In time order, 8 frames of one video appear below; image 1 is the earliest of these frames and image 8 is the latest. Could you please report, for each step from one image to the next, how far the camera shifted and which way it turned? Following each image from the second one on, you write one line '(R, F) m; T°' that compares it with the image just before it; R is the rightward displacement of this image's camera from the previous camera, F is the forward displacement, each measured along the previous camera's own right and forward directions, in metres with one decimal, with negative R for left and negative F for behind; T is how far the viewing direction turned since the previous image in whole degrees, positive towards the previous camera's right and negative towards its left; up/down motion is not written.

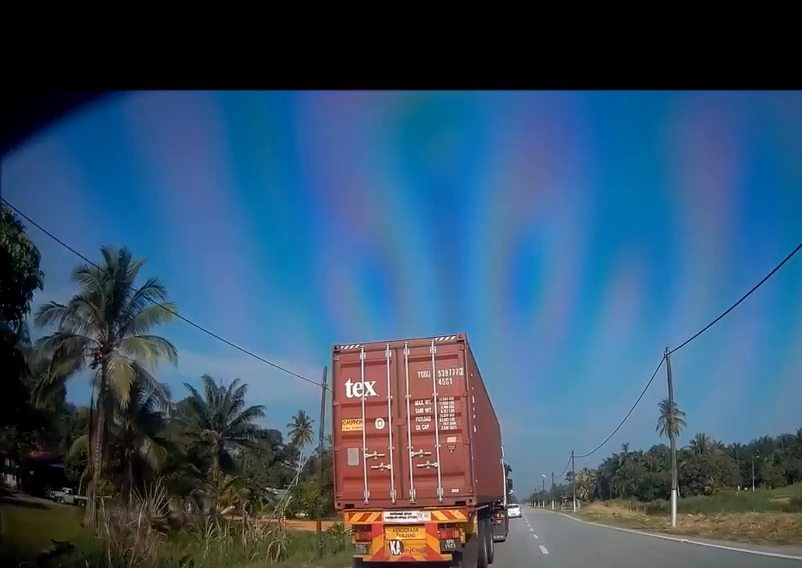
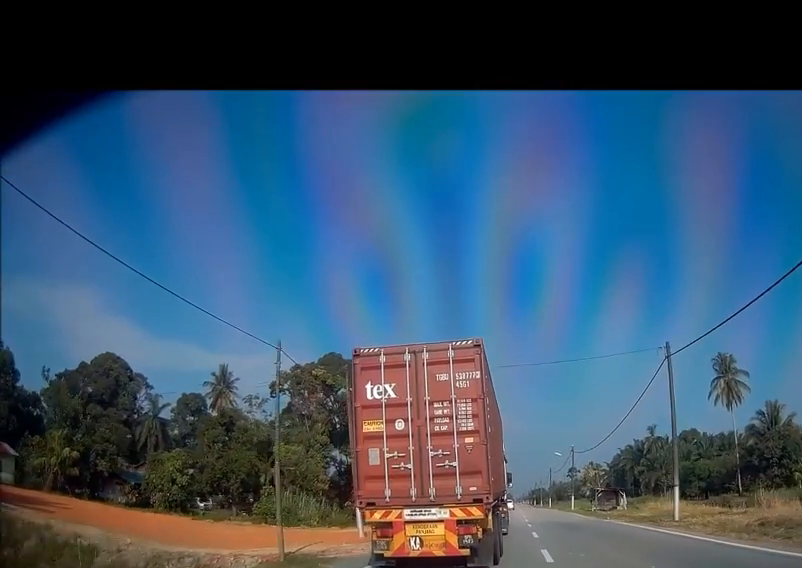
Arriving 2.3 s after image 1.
(-0.2, +37.7) m; -1°
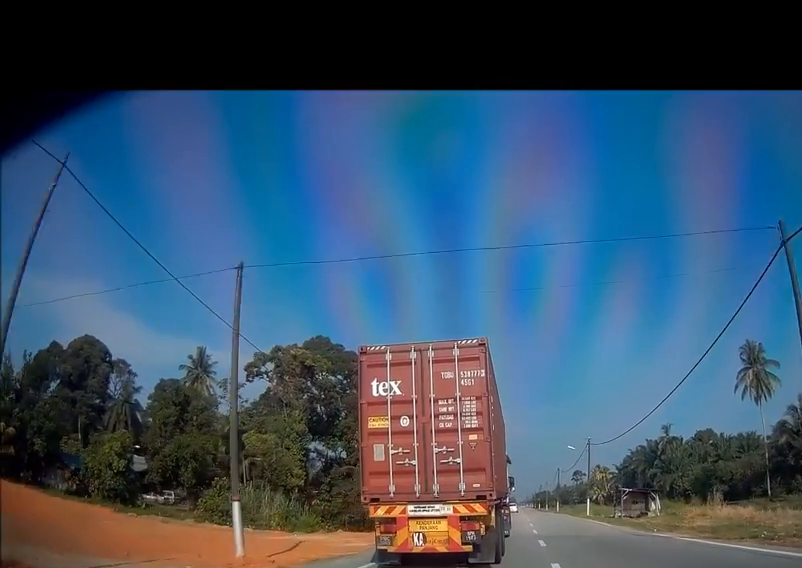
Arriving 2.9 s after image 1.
(+0.1, +9.8) m; -1°
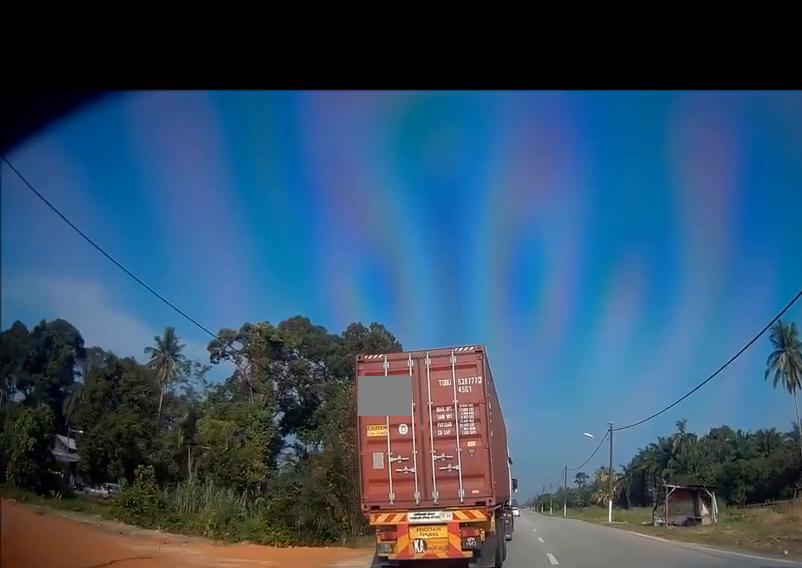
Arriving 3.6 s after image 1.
(0.0, +10.5) m; 0°
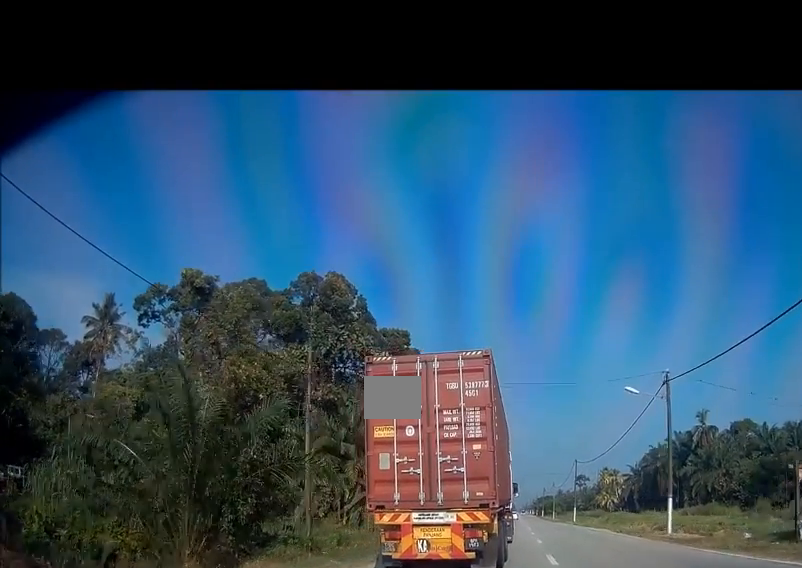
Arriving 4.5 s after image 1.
(-0.2, +15.1) m; 0°
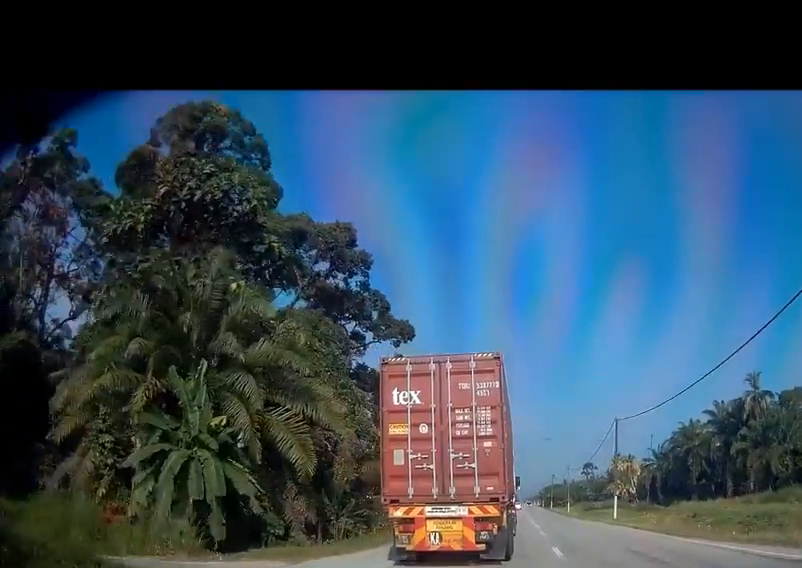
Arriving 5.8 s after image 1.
(+0.5, +23.2) m; +1°
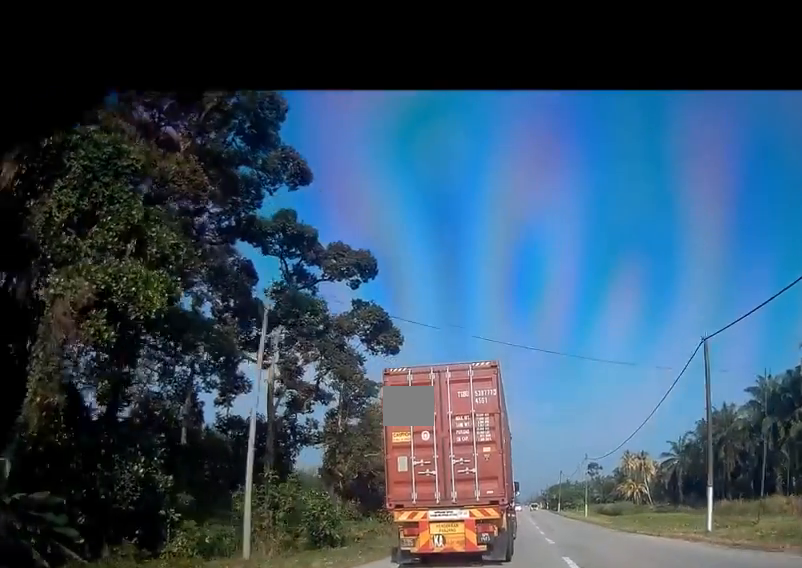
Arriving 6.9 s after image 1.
(0.0, +18.3) m; -1°
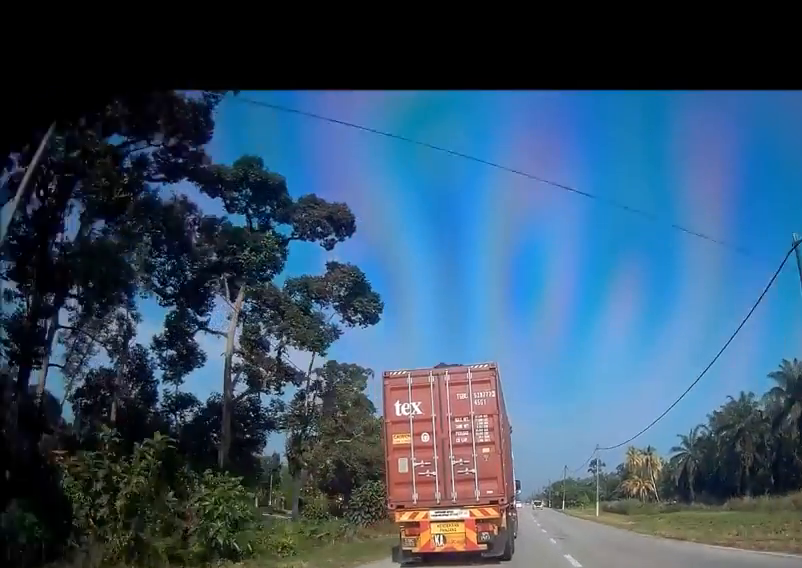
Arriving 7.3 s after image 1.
(+0.1, +7.5) m; 0°
